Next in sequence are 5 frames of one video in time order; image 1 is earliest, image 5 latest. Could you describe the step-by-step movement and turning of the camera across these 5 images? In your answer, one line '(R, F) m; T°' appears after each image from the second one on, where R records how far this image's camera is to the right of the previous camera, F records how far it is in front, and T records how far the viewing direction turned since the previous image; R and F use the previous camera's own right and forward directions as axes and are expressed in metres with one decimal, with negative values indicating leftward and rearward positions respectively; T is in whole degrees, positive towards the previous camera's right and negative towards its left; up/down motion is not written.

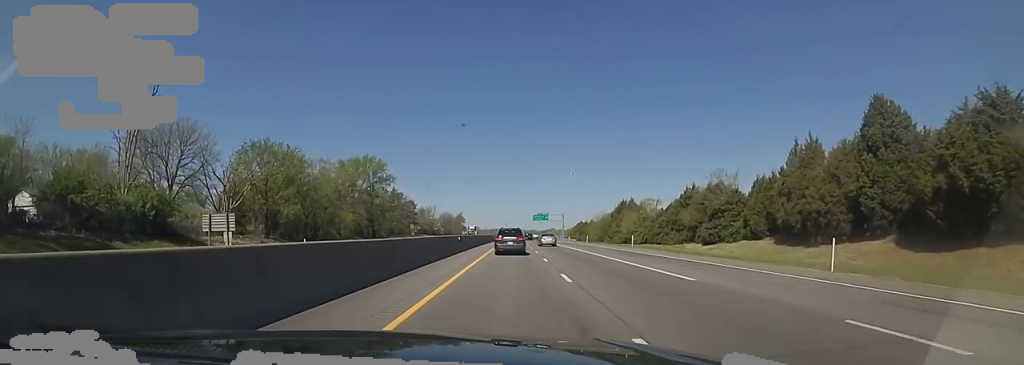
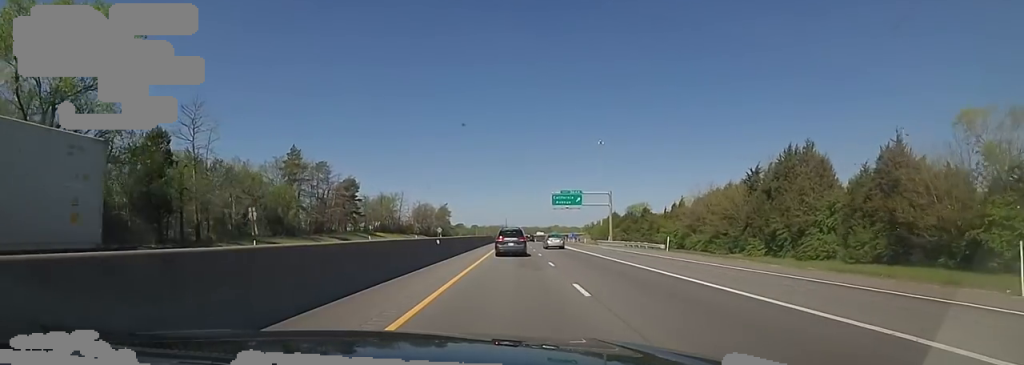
(+3.1, +70.9) m; +3°
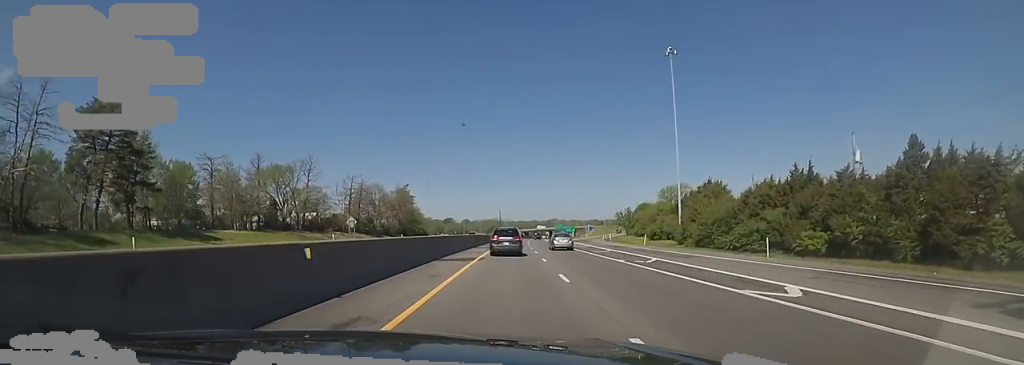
(-3.9, +74.4) m; -3°
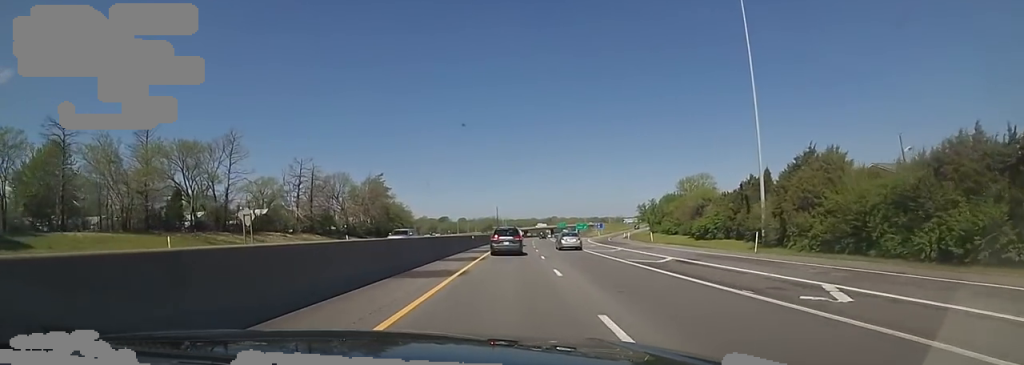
(0.0, +27.3) m; +1°
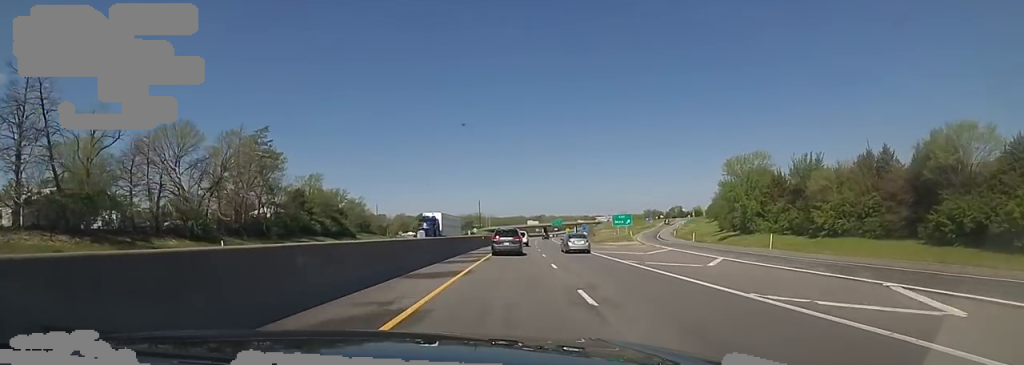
(+1.6, +54.9) m; +2°
